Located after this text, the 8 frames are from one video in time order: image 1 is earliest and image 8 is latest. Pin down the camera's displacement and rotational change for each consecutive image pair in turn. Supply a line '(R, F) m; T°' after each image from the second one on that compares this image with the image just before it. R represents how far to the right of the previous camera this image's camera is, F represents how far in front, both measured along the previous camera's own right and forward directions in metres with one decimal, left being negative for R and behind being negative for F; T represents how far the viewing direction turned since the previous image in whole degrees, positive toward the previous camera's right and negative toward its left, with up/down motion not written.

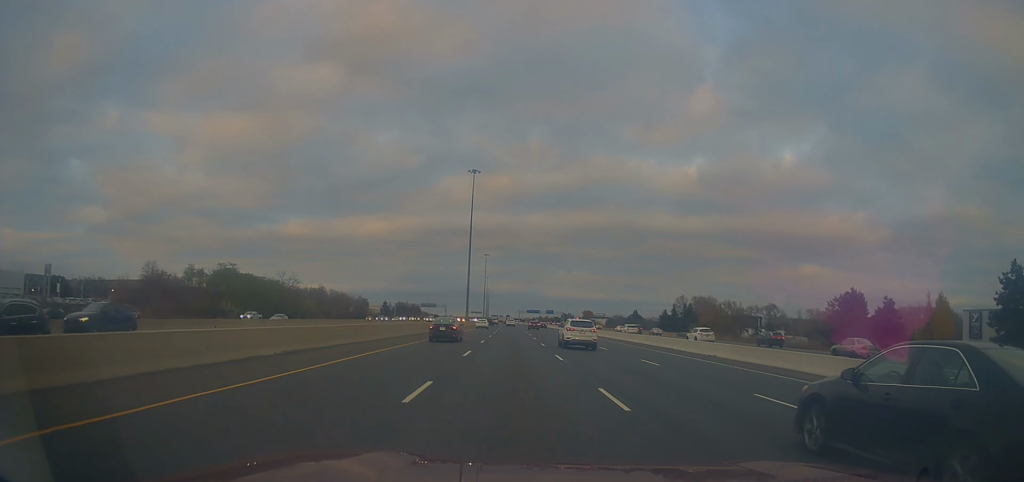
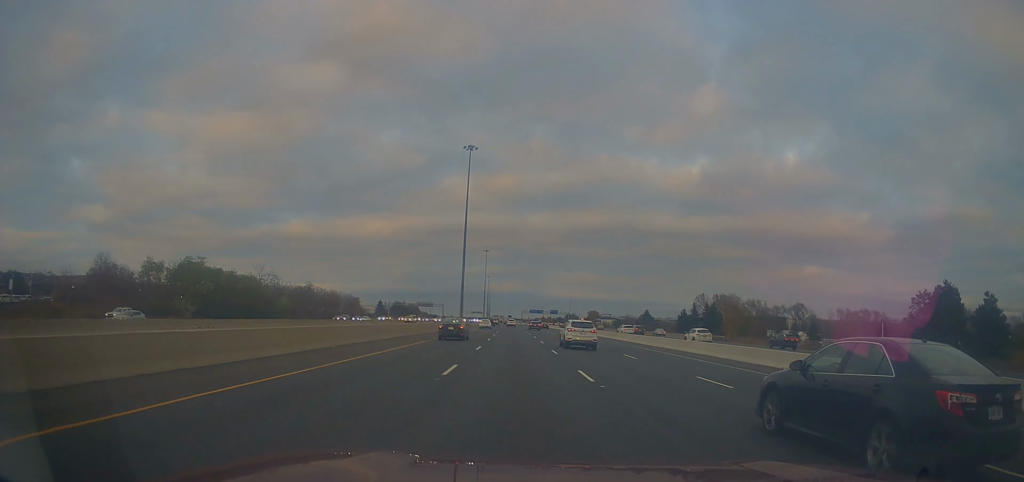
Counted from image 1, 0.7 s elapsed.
(+0.2, +19.4) m; 0°
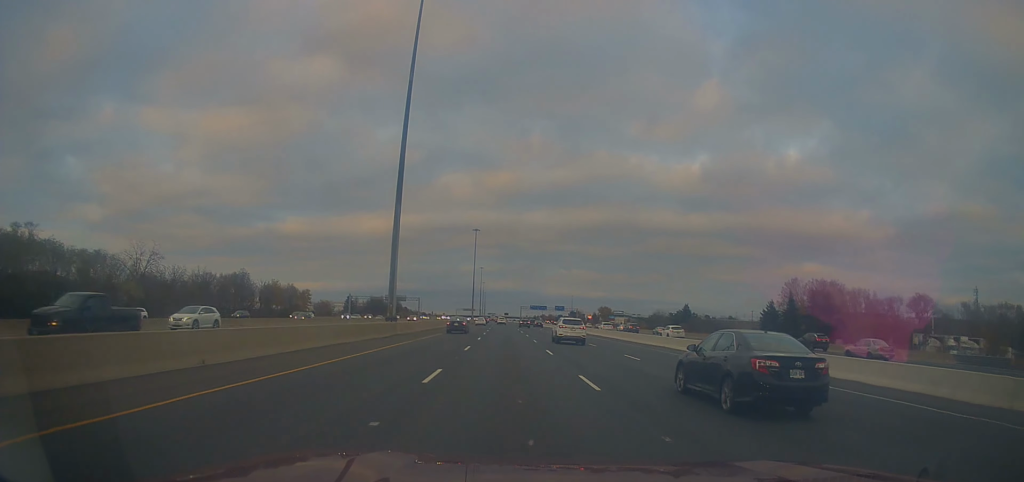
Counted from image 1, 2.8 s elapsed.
(+0.5, +62.6) m; 0°
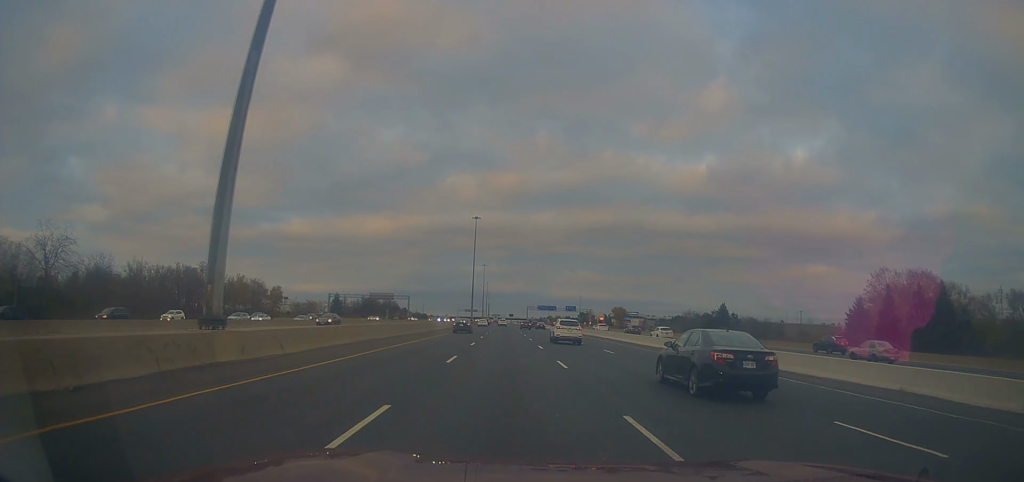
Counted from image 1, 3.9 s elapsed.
(-0.4, +30.5) m; 0°
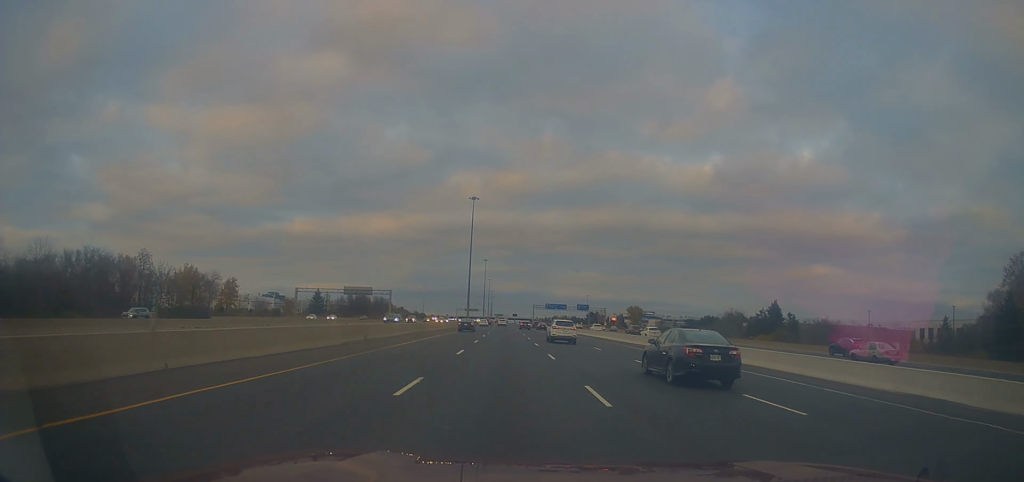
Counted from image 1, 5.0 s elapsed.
(+0.3, +32.1) m; 0°
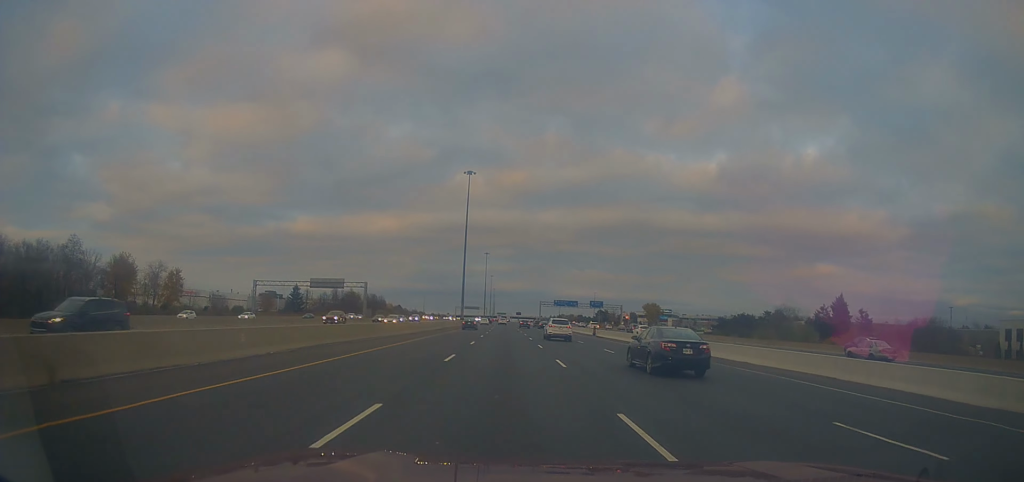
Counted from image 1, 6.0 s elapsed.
(-0.4, +28.2) m; -1°
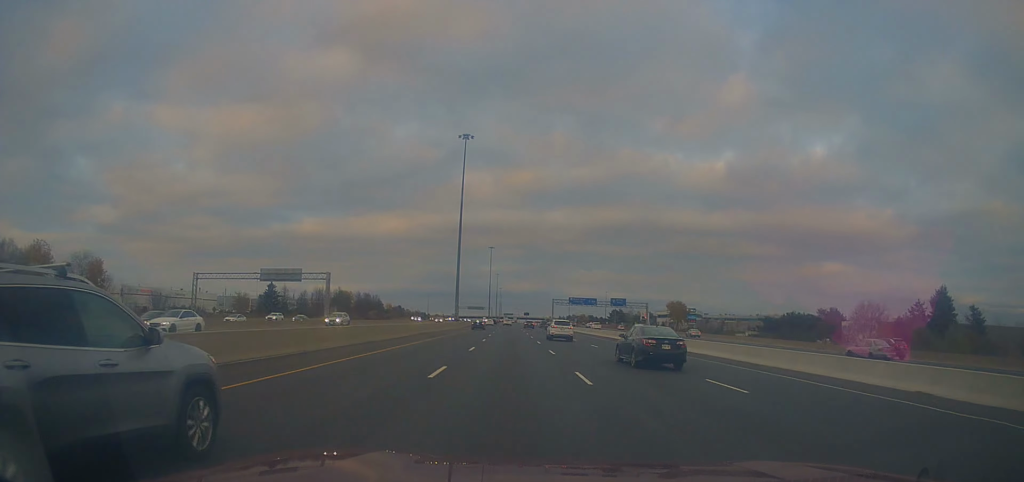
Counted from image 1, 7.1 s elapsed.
(+0.1, +28.9) m; 0°
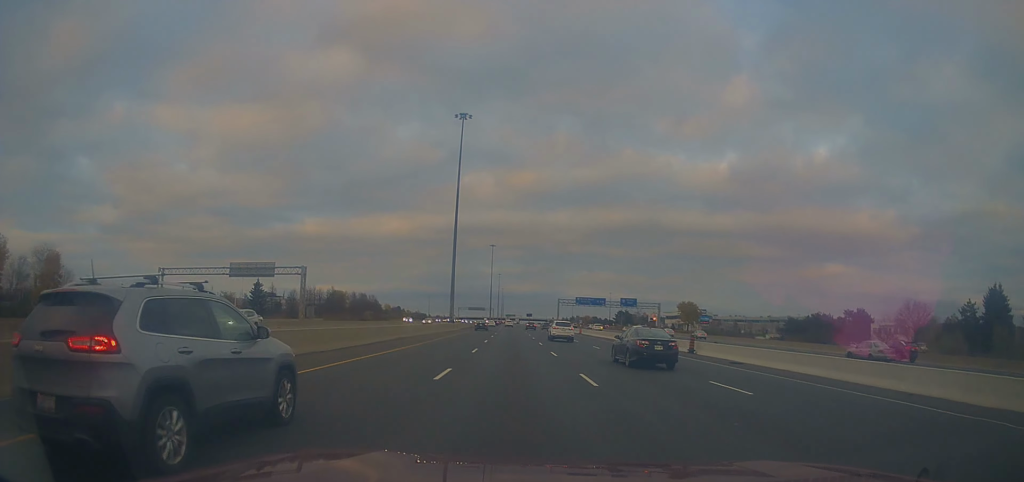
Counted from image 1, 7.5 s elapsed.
(-0.2, +12.1) m; 0°
